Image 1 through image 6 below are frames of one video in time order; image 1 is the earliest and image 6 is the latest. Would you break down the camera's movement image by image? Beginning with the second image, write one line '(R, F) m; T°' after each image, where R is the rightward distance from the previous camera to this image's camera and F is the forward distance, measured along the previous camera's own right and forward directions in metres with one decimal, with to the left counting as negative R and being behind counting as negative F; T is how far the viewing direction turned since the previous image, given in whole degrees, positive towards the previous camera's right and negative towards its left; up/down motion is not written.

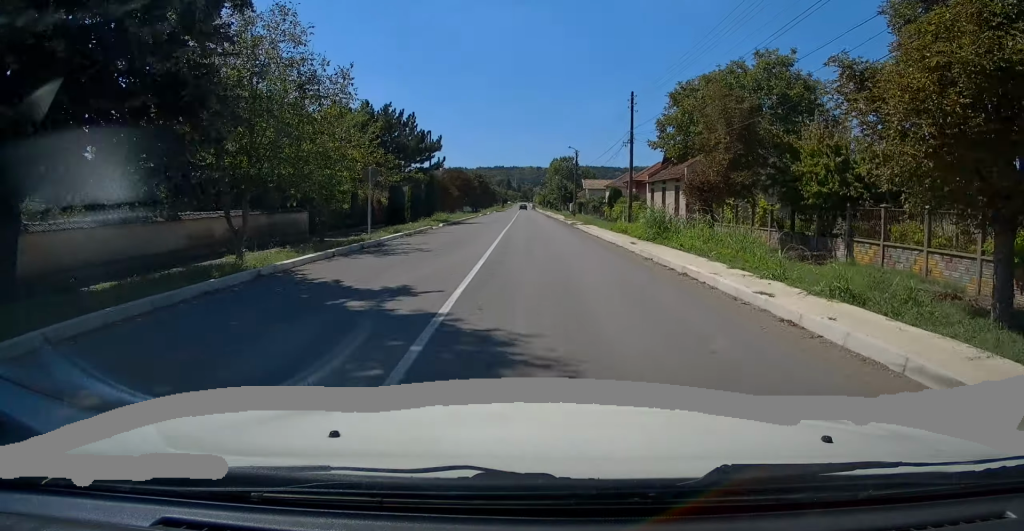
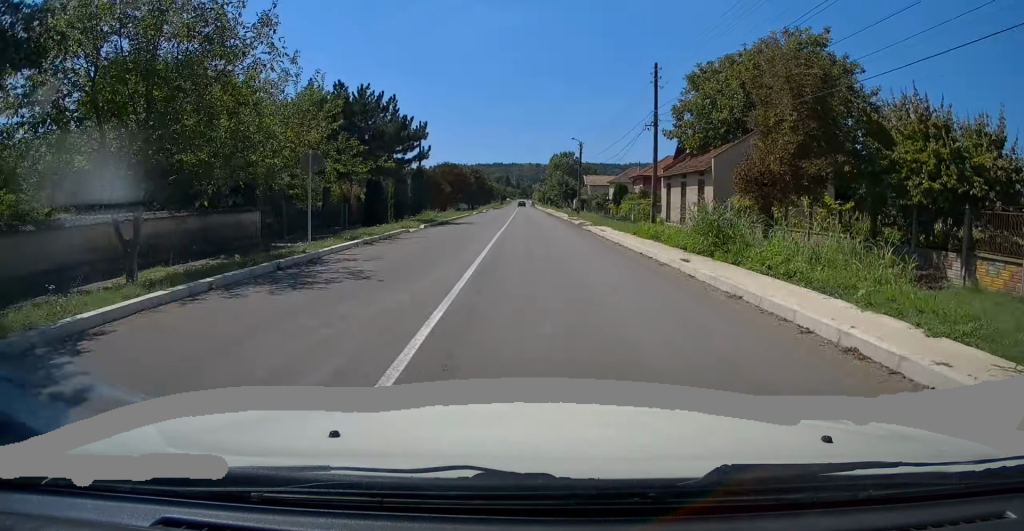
(0.0, +6.0) m; 0°
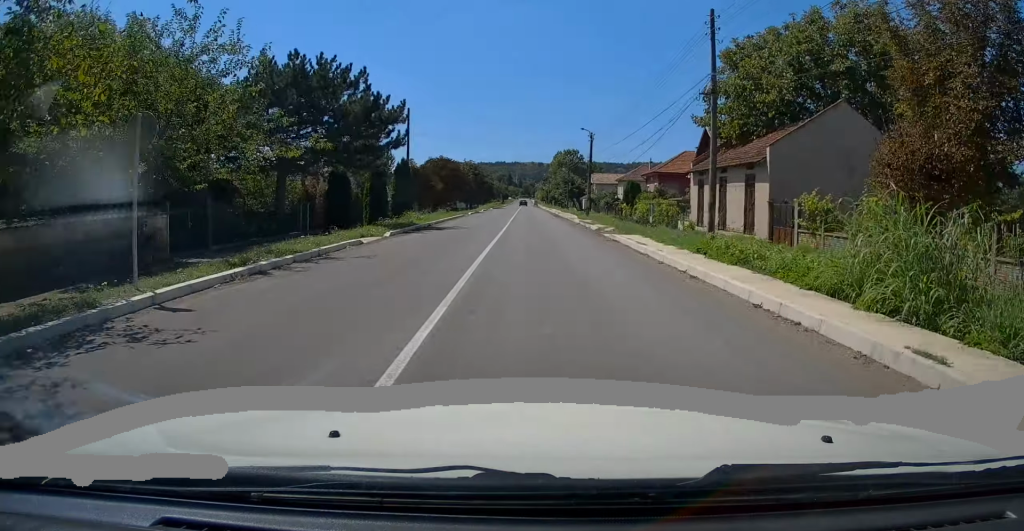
(0.0, +7.6) m; 0°
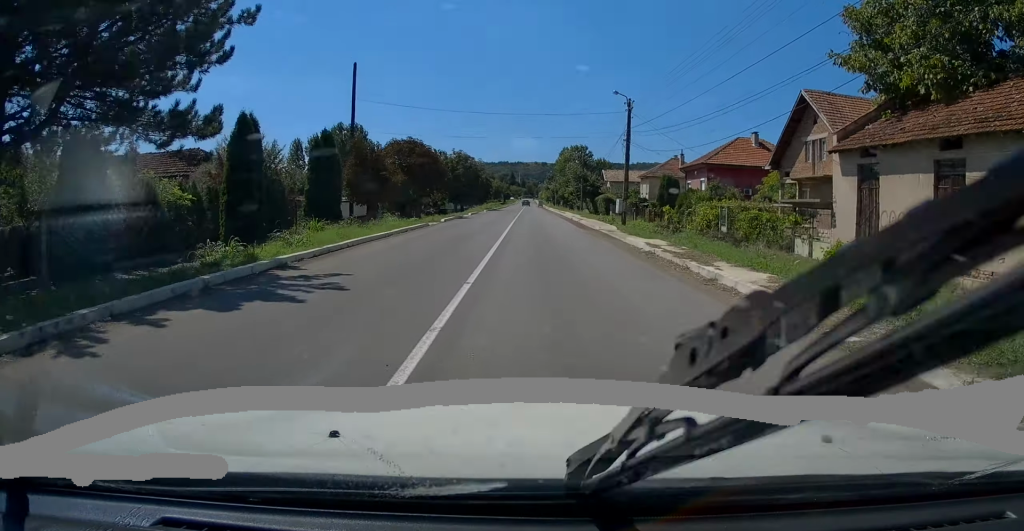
(0.0, +18.4) m; -2°
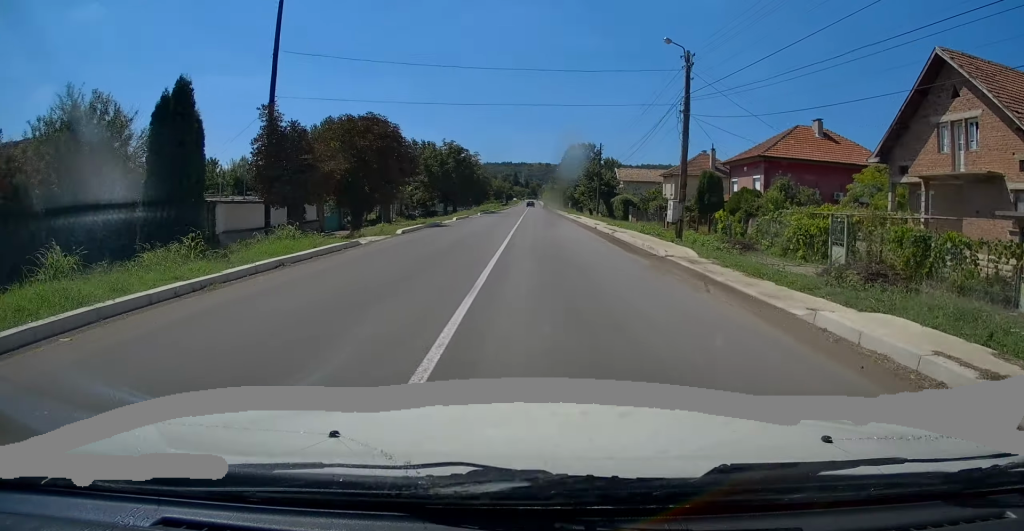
(-0.4, +12.4) m; 0°
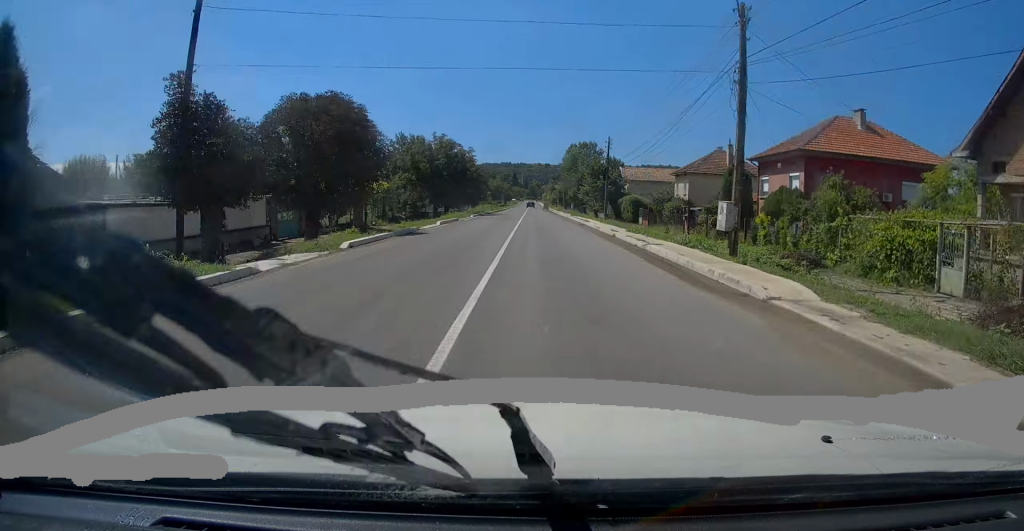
(+0.2, +6.4) m; +1°
